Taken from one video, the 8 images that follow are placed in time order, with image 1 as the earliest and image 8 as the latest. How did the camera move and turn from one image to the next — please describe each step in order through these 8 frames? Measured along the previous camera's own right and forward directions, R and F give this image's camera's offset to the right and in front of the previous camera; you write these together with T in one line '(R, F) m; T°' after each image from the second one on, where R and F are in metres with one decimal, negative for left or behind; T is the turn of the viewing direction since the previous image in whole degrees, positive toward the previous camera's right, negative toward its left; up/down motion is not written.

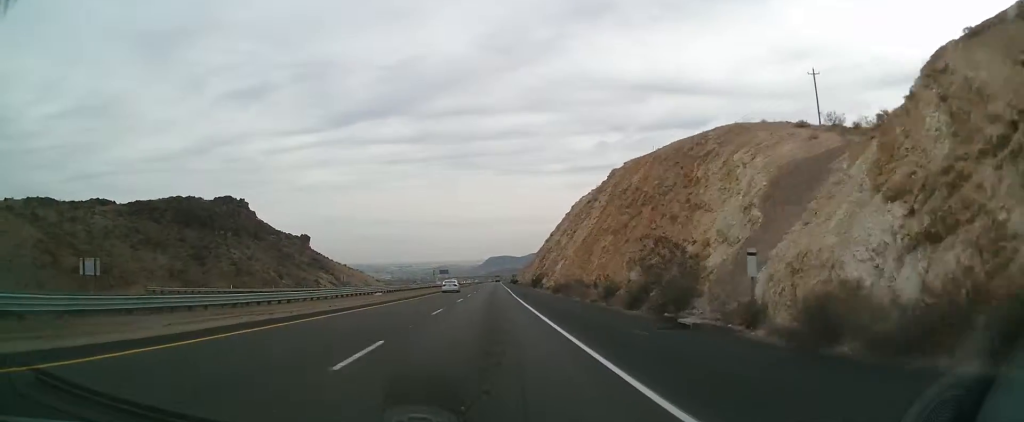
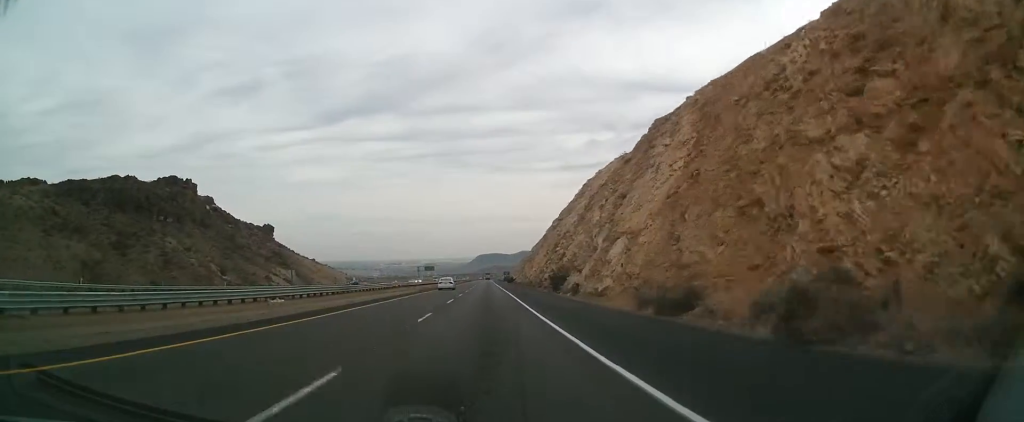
(+0.2, +33.5) m; +1°
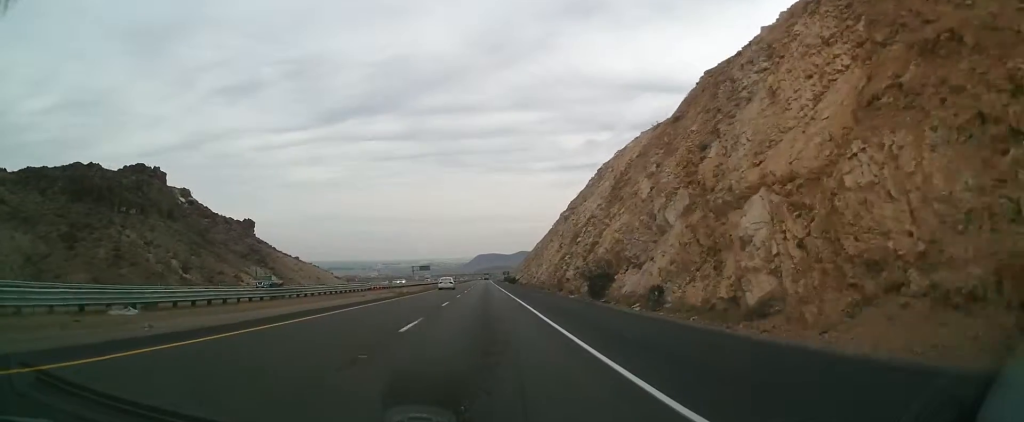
(+0.2, +18.4) m; 0°
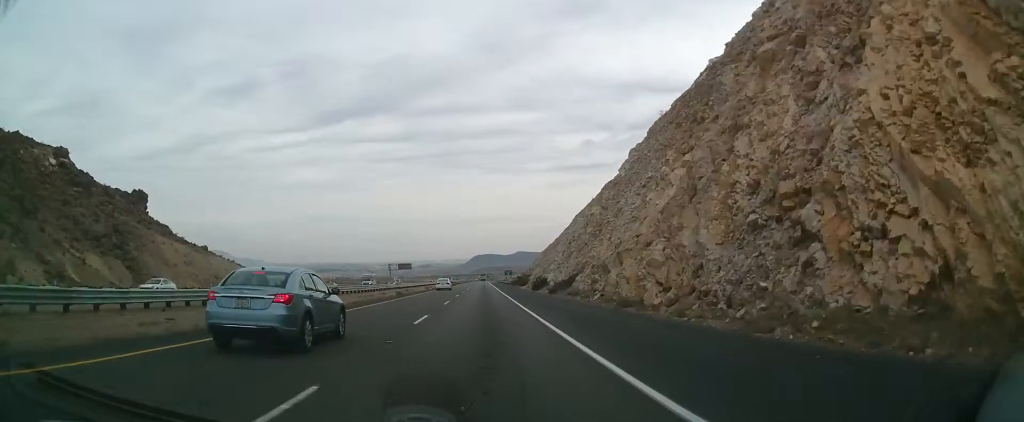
(+0.1, +70.3) m; 0°
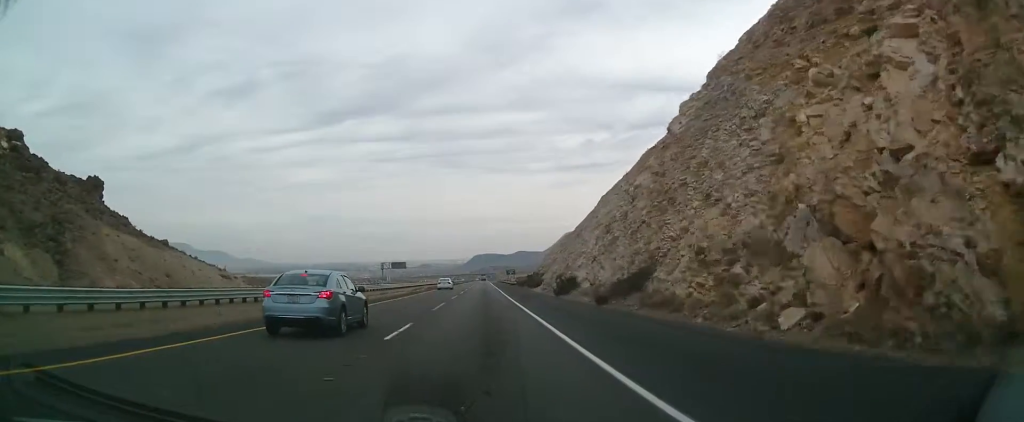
(+0.2, +19.4) m; +1°
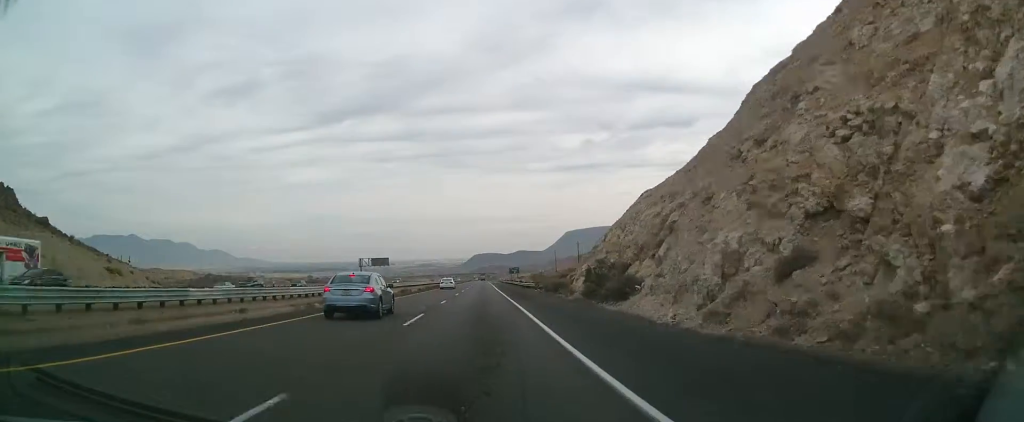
(-0.3, +39.8) m; -1°
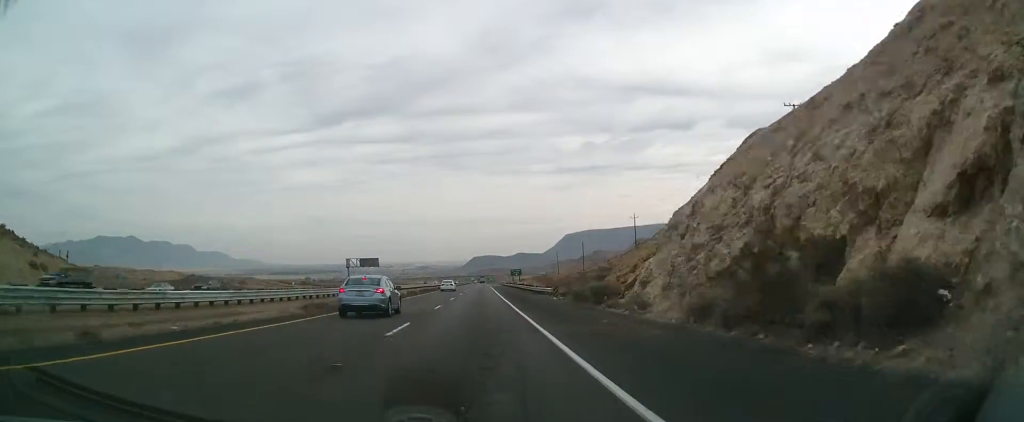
(-0.2, +17.1) m; 0°
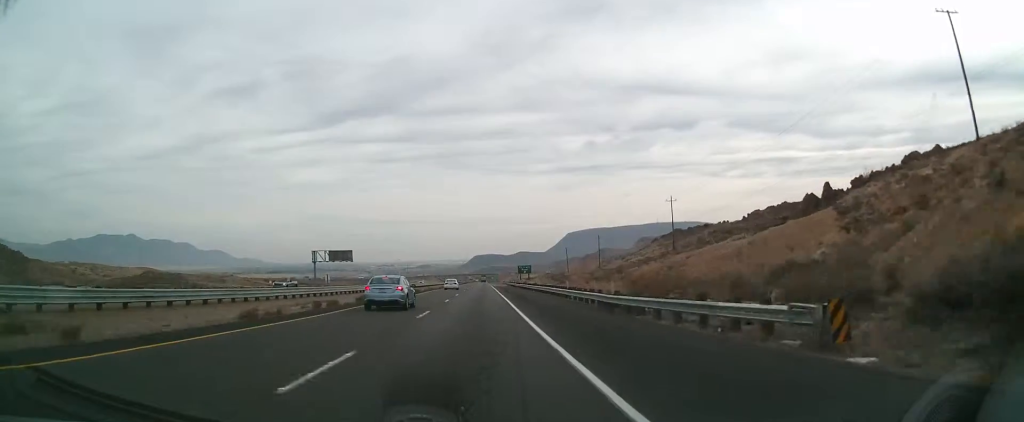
(+0.5, +36.6) m; +1°
